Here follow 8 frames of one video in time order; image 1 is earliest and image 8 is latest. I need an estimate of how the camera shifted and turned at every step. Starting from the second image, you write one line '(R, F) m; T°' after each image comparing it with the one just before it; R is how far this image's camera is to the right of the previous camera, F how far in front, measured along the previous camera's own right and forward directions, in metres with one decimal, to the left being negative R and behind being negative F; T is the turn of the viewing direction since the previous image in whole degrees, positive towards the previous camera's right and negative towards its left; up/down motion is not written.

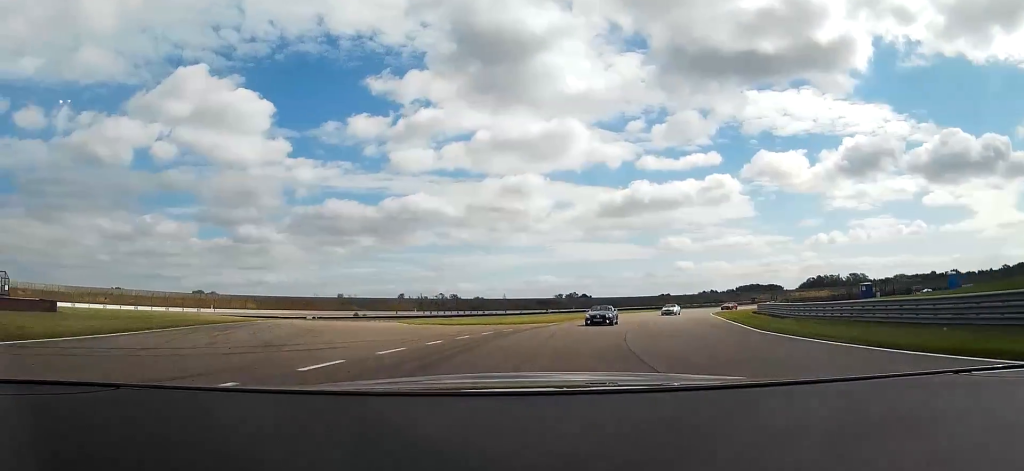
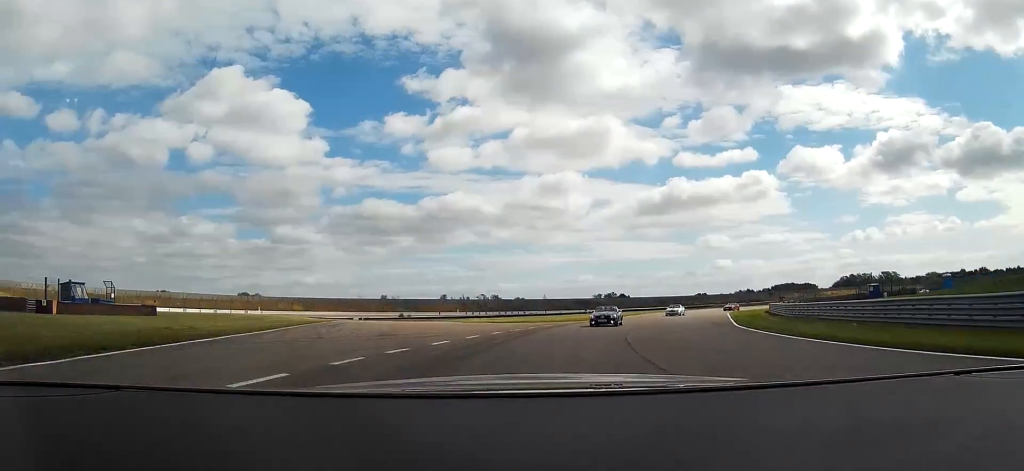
(-0.1, +9.0) m; -4°
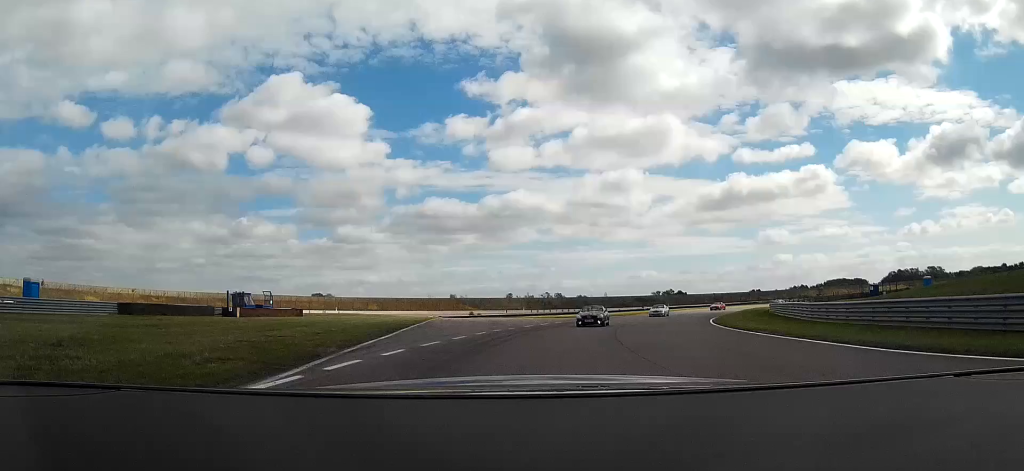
(-1.5, +19.4) m; -7°
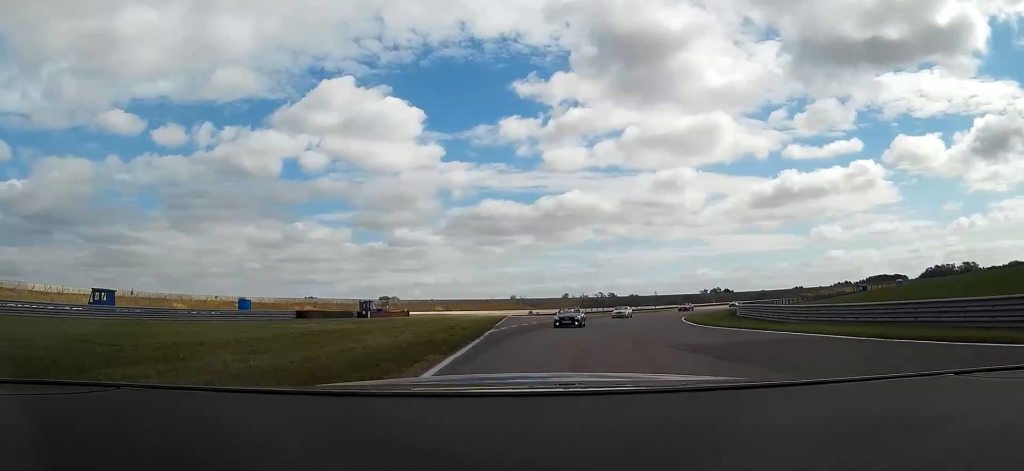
(-1.3, +25.6) m; -5°
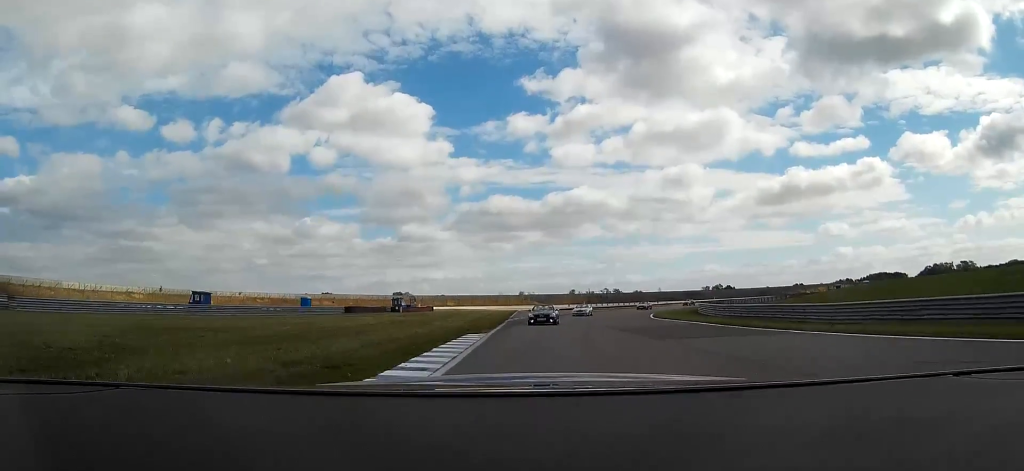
(-0.3, +16.4) m; -2°
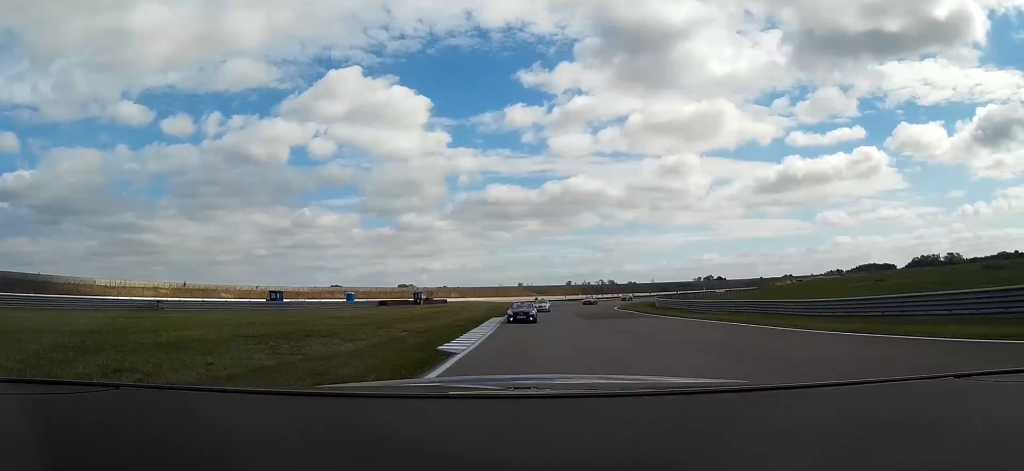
(-0.5, +21.9) m; -2°
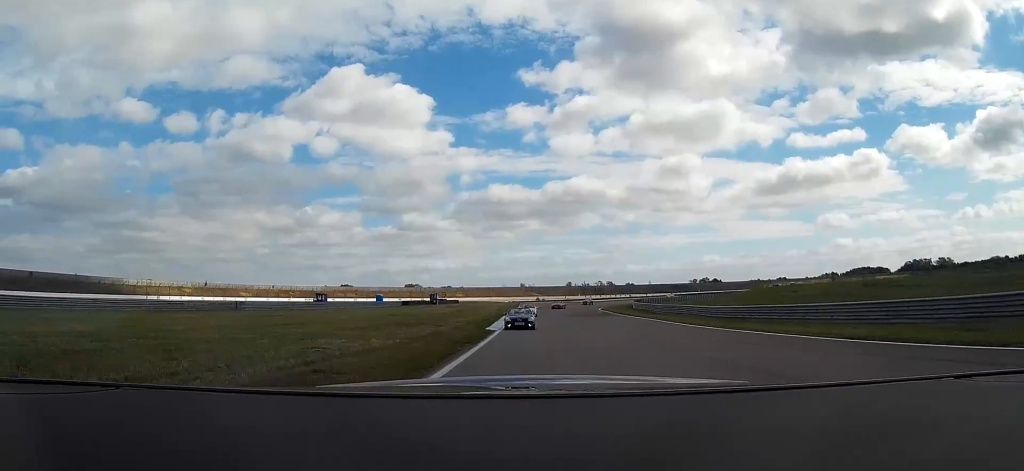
(-0.2, +19.3) m; -2°
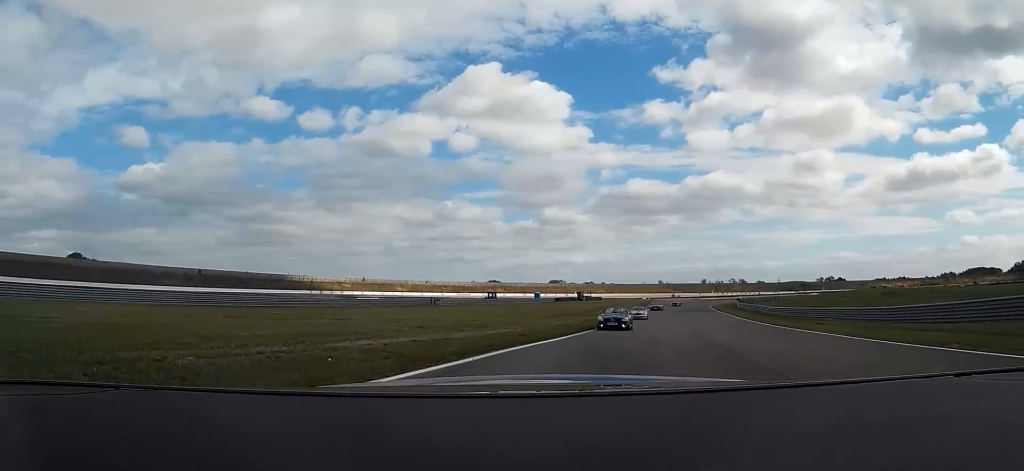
(-0.9, +27.0) m; -8°
